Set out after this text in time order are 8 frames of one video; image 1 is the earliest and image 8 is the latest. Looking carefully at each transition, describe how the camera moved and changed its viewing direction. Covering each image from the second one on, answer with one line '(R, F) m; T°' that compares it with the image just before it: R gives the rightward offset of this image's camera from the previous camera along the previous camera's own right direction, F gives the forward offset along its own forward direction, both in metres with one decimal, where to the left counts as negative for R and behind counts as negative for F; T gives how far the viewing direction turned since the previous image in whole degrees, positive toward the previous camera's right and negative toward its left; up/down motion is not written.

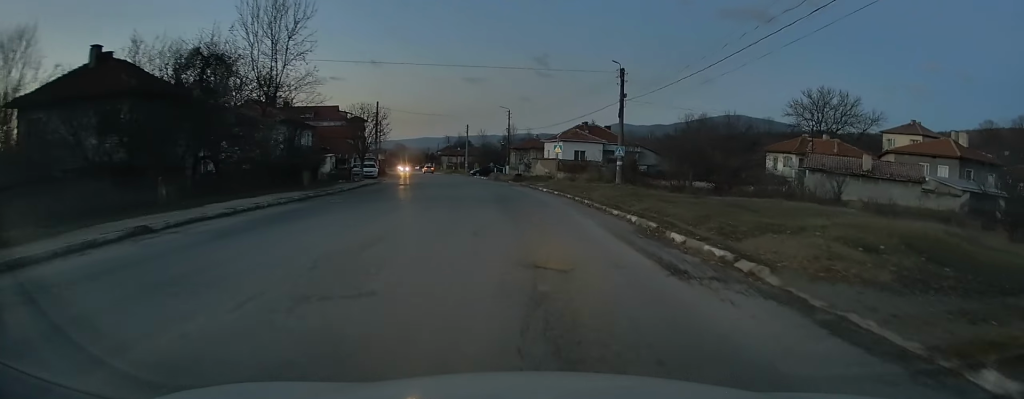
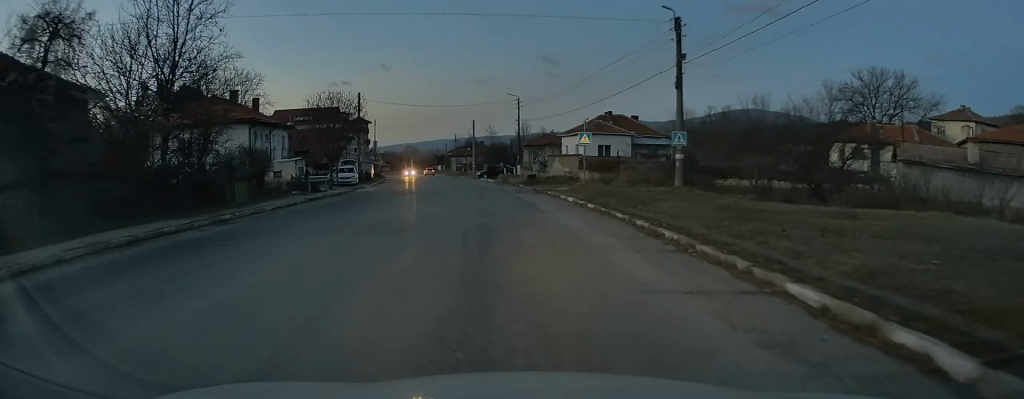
(+0.1, +12.3) m; -2°
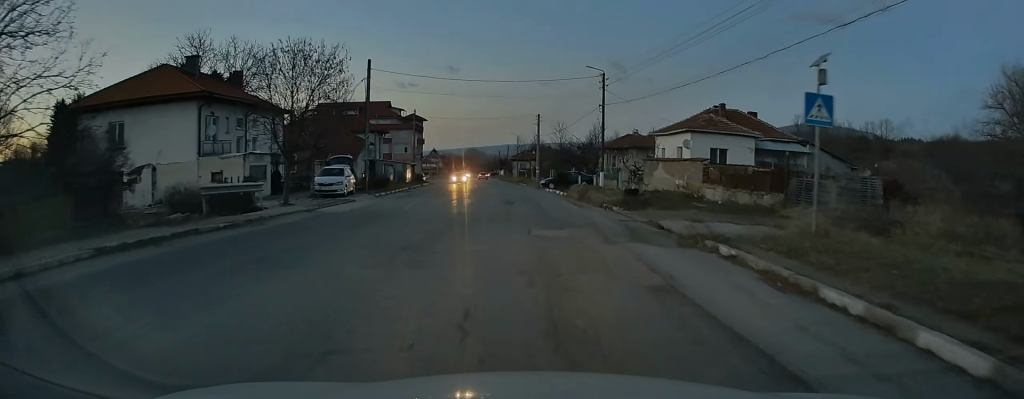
(-1.0, +18.7) m; -5°
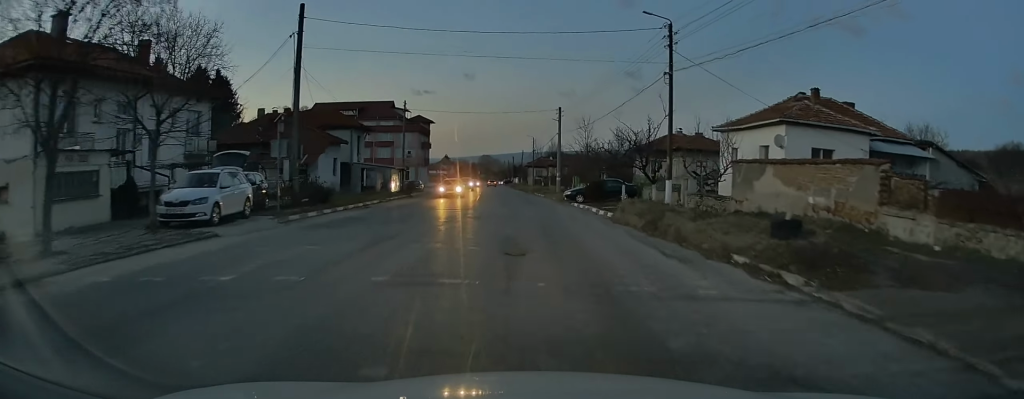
(-0.3, +14.9) m; -2°
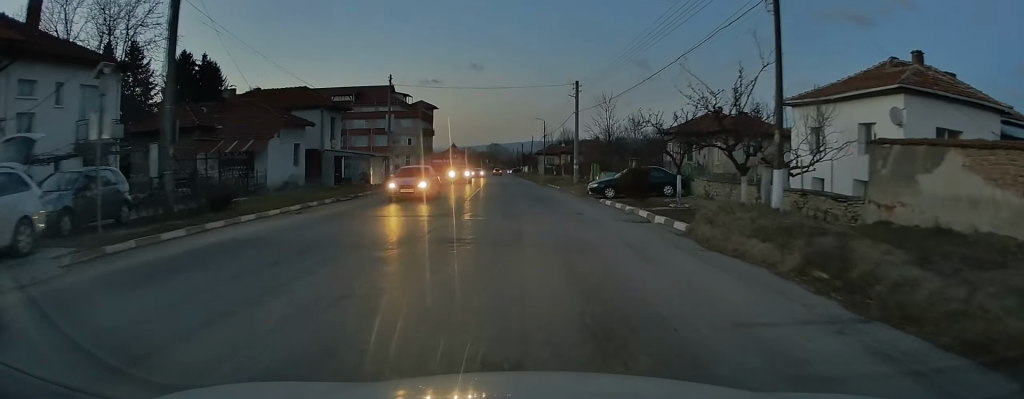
(-0.1, +10.2) m; -1°
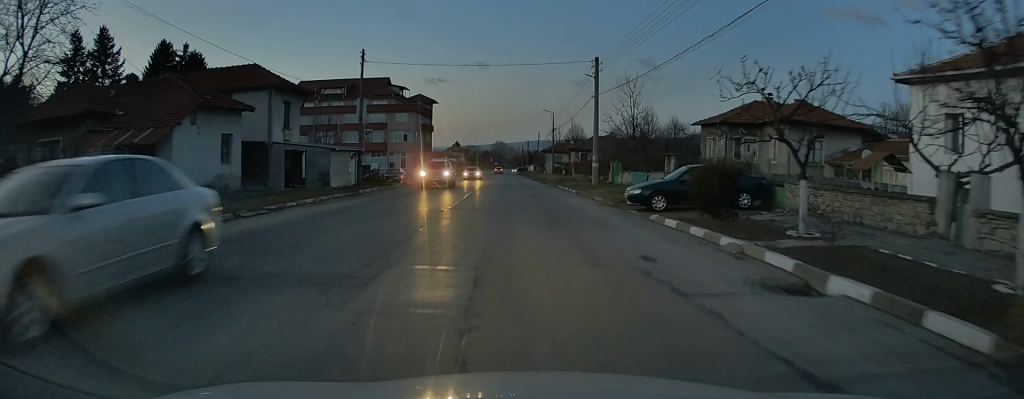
(0.0, +10.1) m; -1°
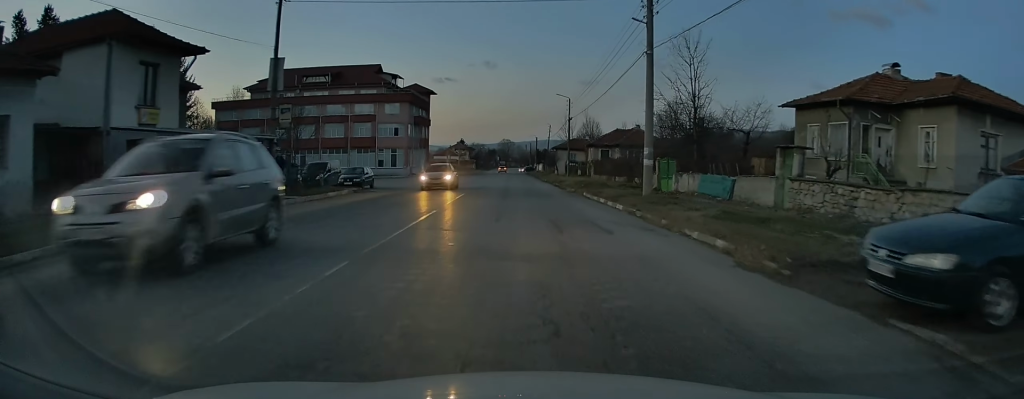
(-0.3, +14.8) m; +1°
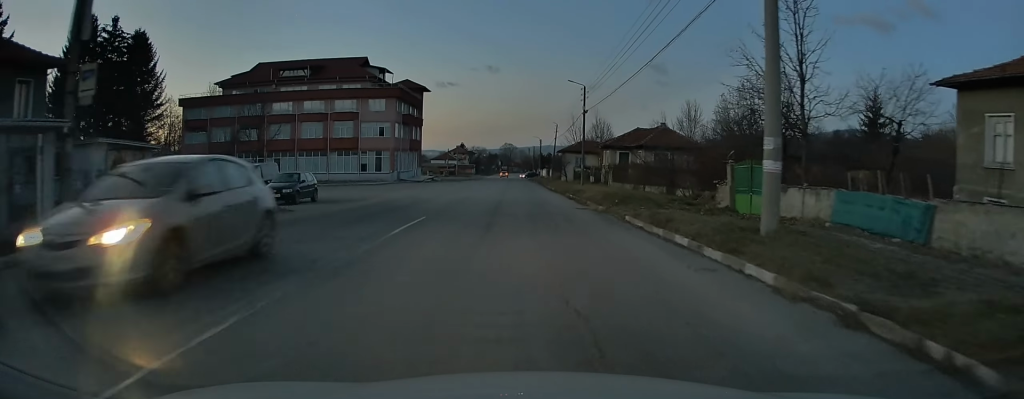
(+0.5, +12.5) m; +1°
